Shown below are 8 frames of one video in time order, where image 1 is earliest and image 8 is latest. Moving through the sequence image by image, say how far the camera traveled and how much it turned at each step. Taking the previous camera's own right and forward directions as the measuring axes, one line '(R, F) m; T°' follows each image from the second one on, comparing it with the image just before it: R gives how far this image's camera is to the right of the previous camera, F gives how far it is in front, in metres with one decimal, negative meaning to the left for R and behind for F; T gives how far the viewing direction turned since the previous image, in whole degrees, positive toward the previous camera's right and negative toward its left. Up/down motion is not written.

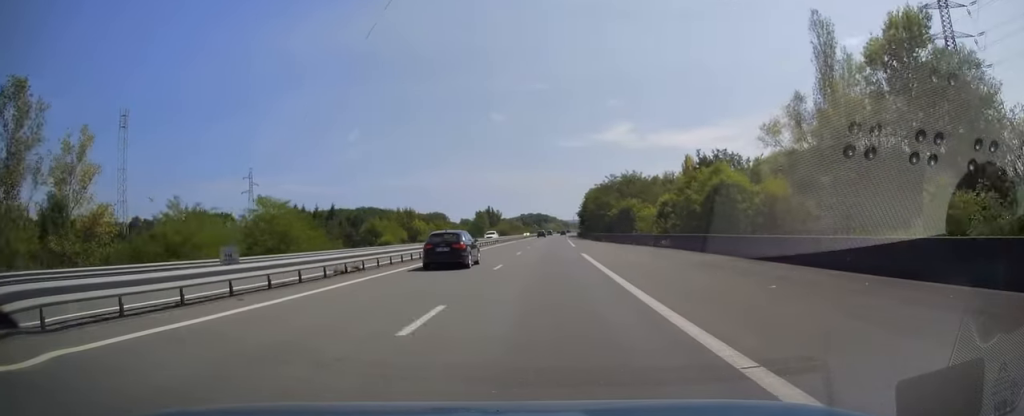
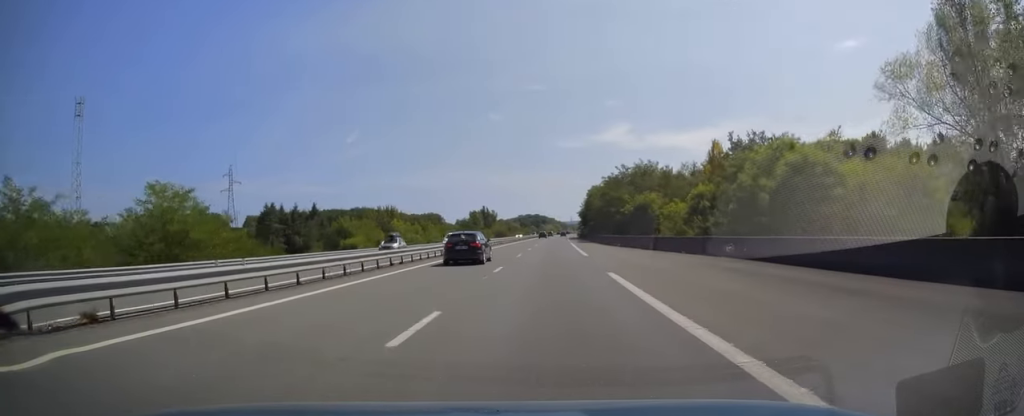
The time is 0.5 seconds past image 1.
(0.0, +15.1) m; 0°
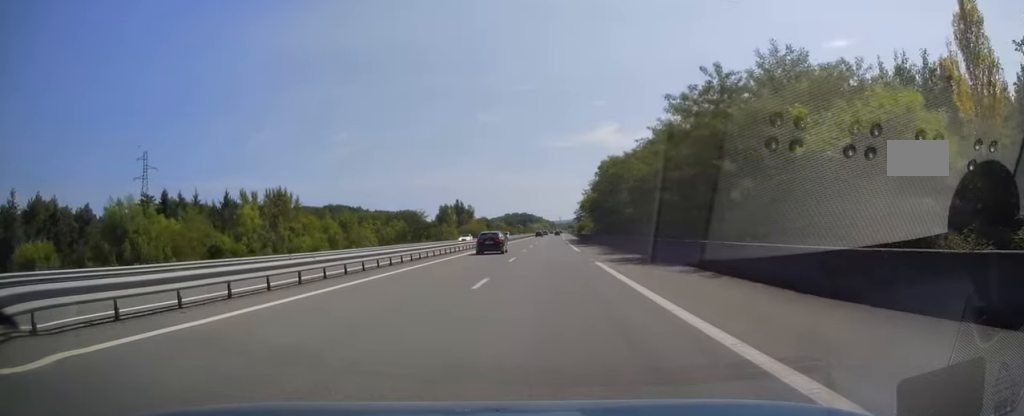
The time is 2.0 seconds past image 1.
(+0.6, +46.6) m; +1°
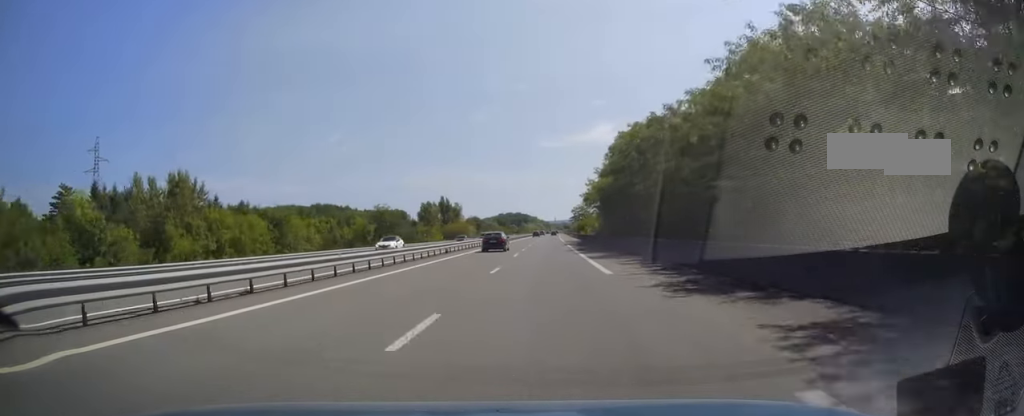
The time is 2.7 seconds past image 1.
(0.0, +20.2) m; 0°
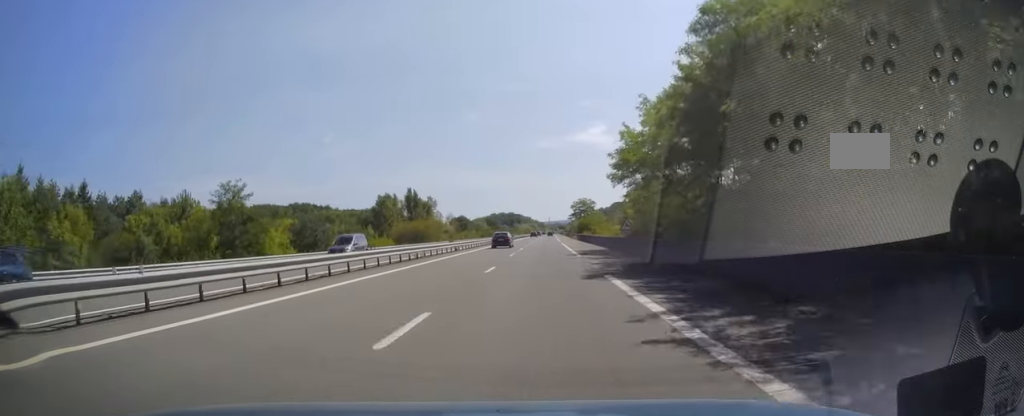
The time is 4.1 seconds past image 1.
(0.0, +38.4) m; 0°
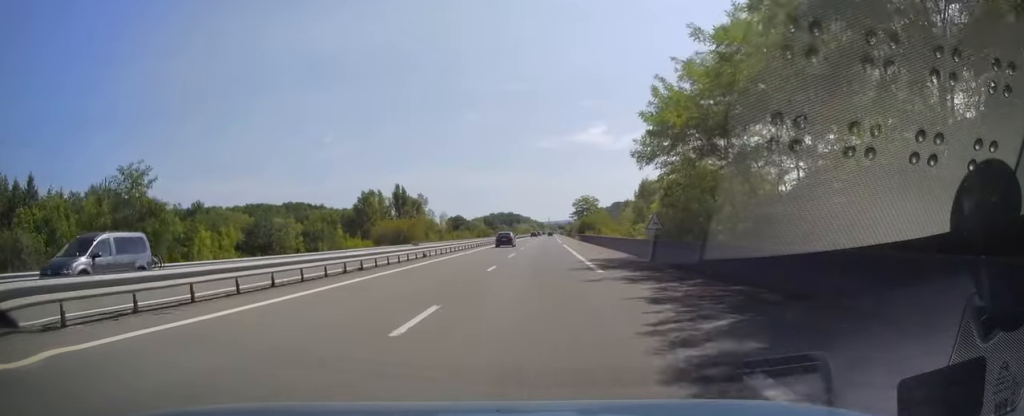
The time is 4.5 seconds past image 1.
(0.0, +11.3) m; 0°
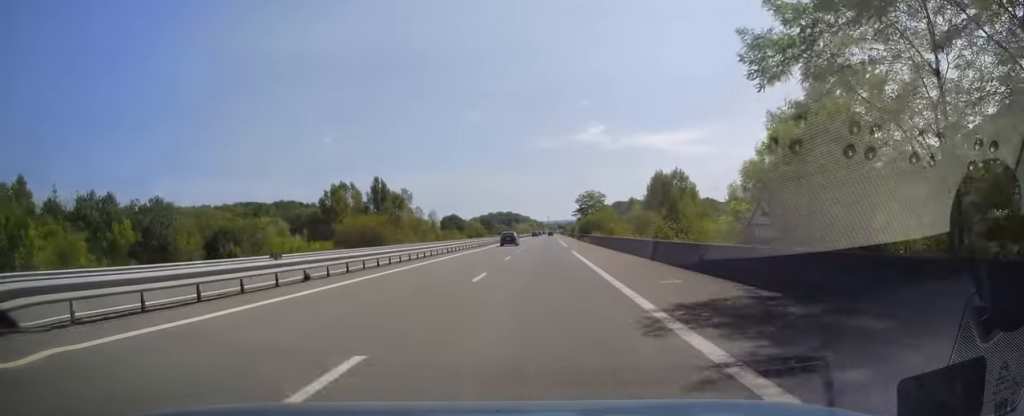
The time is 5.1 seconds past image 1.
(+0.1, +15.6) m; 0°
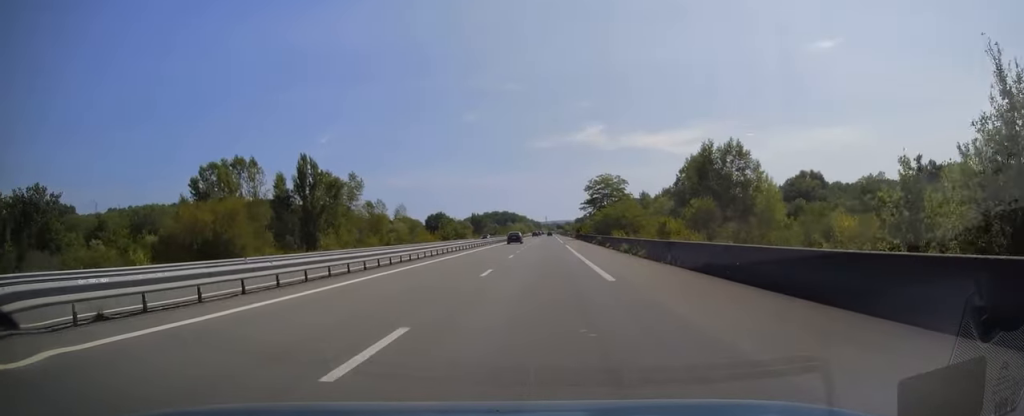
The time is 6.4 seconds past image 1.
(+0.2, +32.1) m; 0°
